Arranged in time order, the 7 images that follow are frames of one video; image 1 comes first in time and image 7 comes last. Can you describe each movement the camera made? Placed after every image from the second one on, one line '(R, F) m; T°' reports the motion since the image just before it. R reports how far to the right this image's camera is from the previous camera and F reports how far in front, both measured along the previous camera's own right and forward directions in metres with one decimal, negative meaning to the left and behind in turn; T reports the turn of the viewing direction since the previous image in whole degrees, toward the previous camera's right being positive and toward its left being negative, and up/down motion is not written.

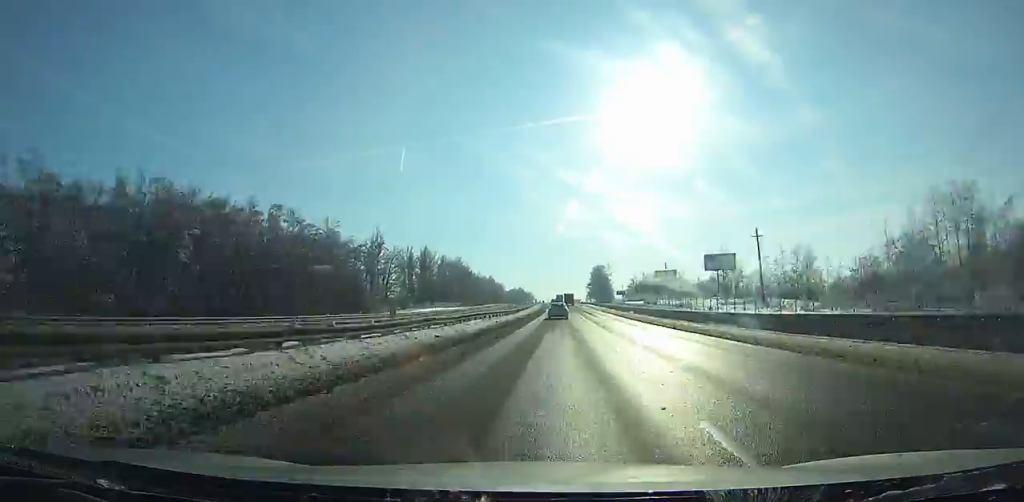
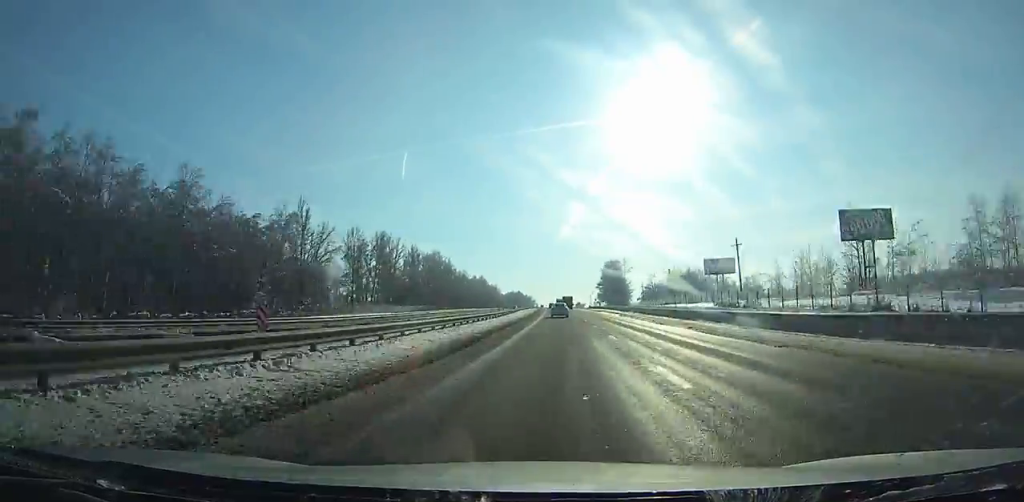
(-0.1, +53.7) m; -1°
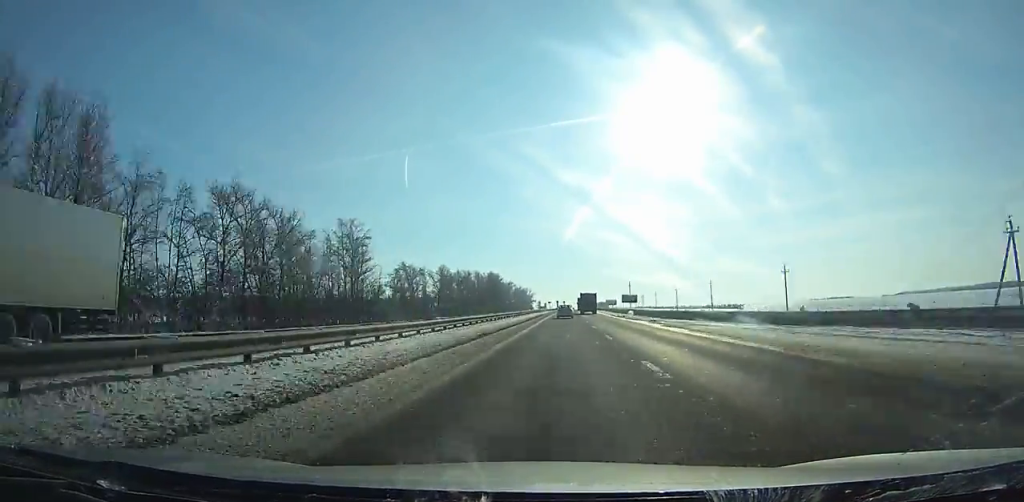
(-5.1, +297.0) m; 0°
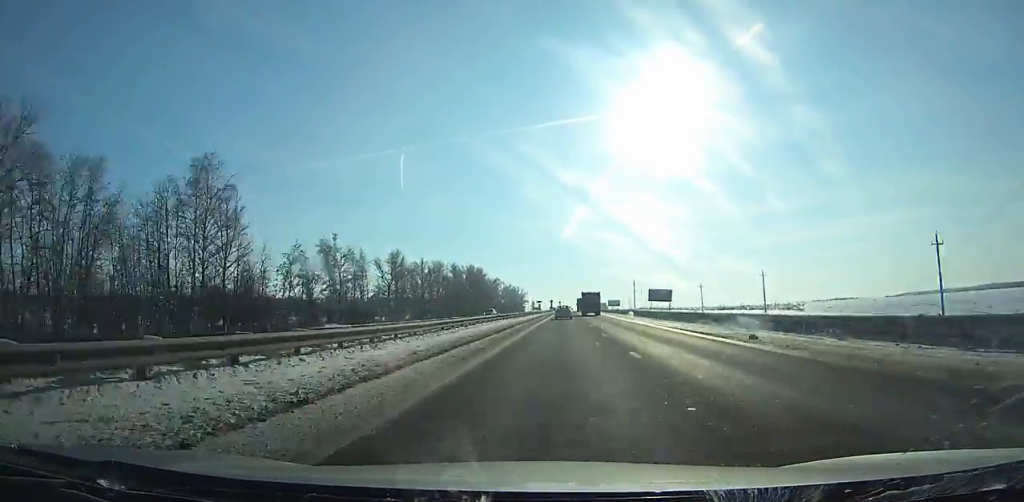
(0.0, +45.8) m; 0°
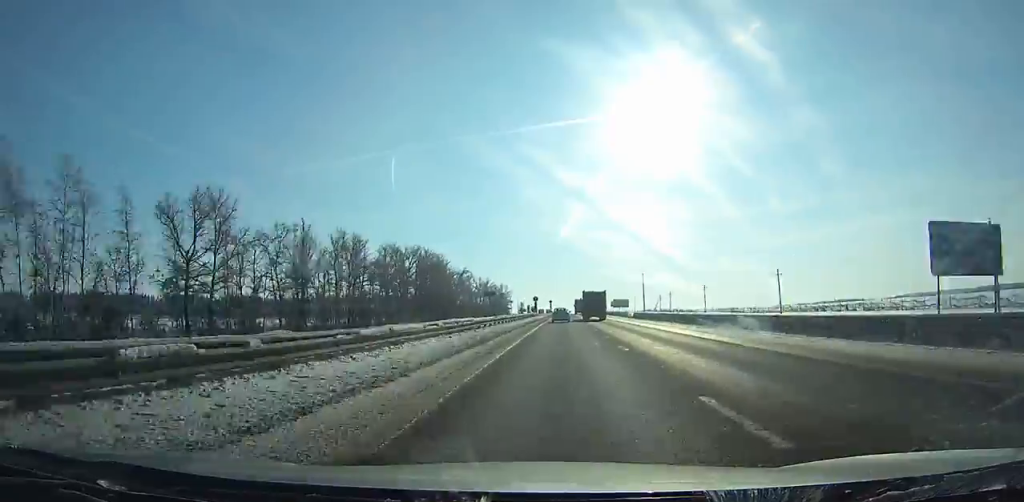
(+0.5, +66.3) m; +1°
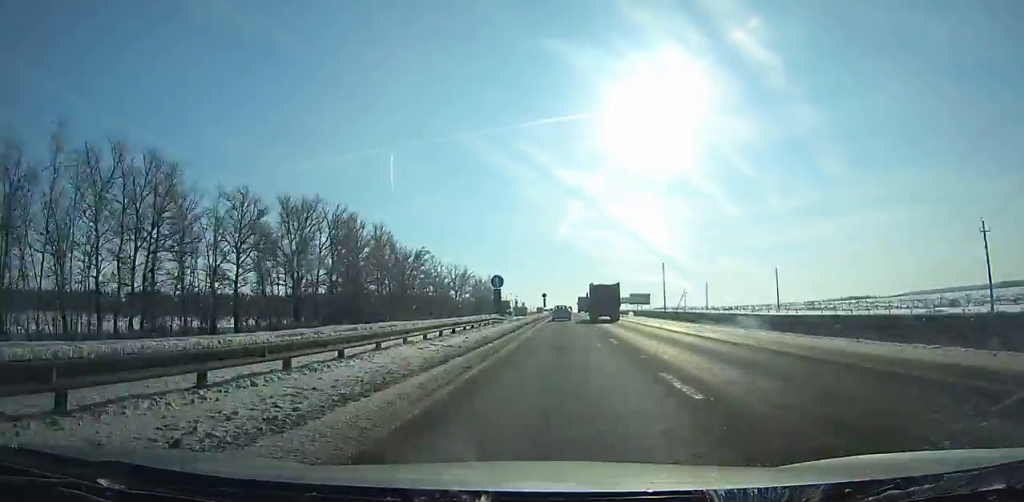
(+0.2, +58.0) m; 0°
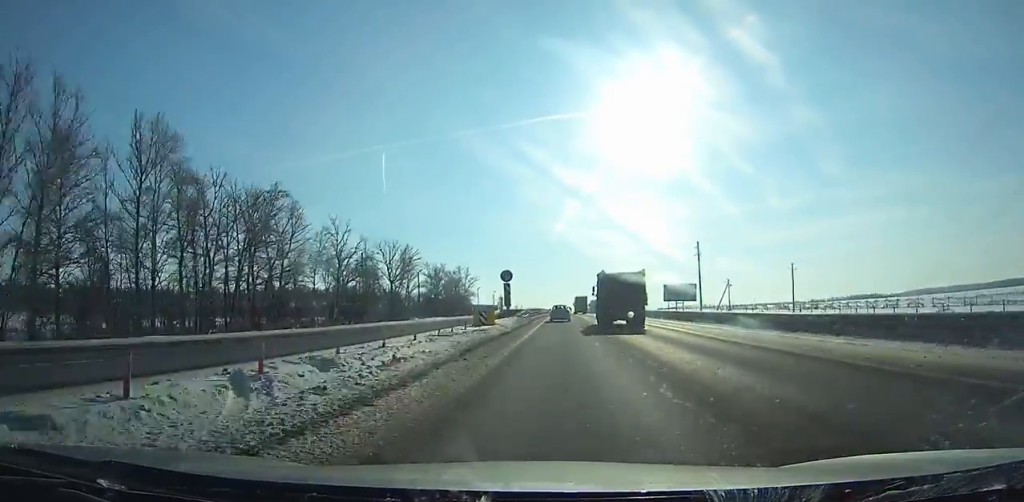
(+0.2, +67.0) m; 0°
